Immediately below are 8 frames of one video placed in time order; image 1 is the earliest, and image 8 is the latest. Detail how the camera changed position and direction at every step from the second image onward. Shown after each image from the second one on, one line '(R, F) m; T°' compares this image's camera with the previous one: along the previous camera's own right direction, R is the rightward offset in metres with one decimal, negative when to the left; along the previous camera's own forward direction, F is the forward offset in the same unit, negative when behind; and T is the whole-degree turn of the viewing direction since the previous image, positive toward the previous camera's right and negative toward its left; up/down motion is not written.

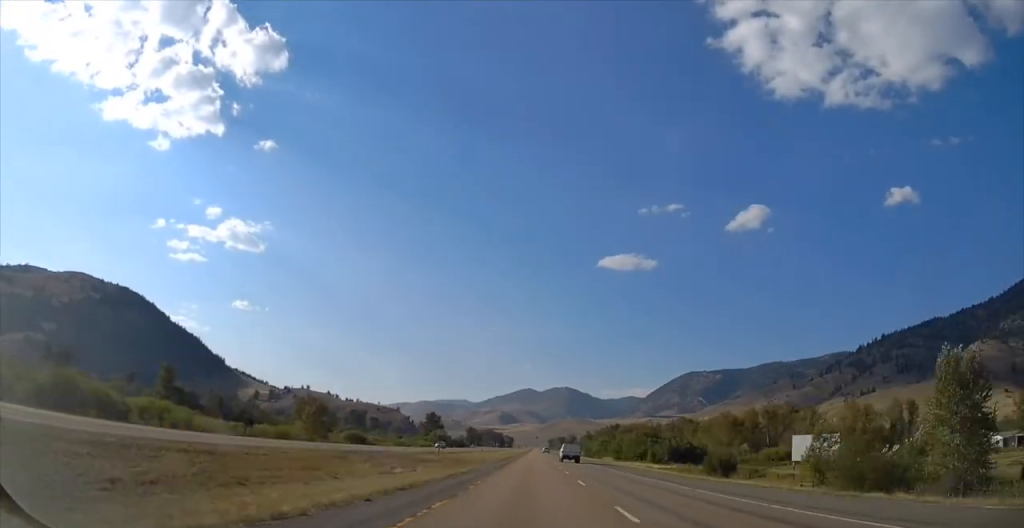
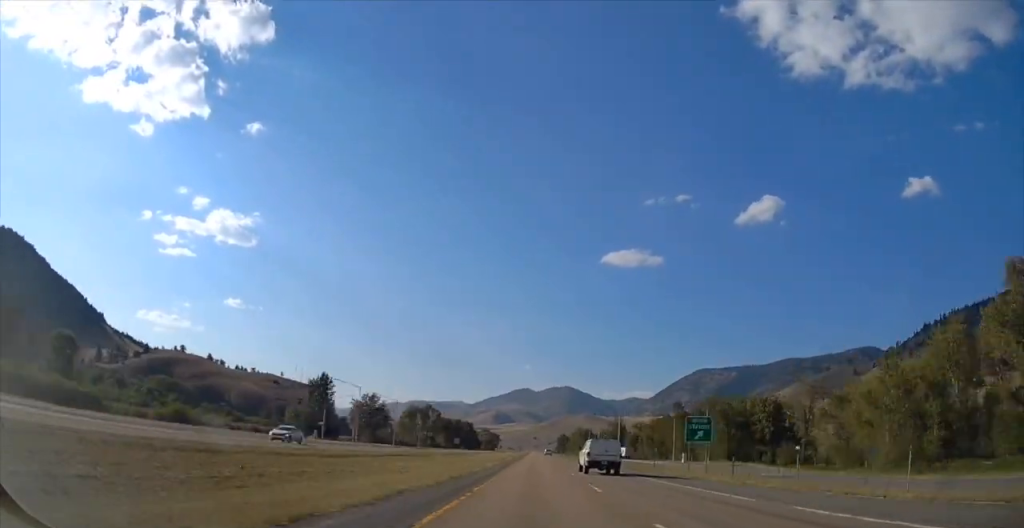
(-0.1, +387.3) m; 0°
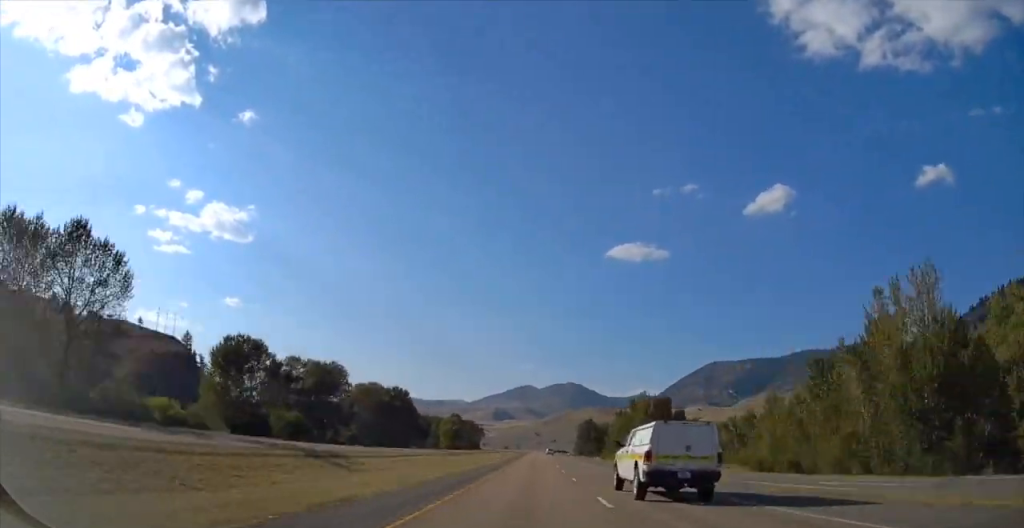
(+0.2, +247.1) m; 0°
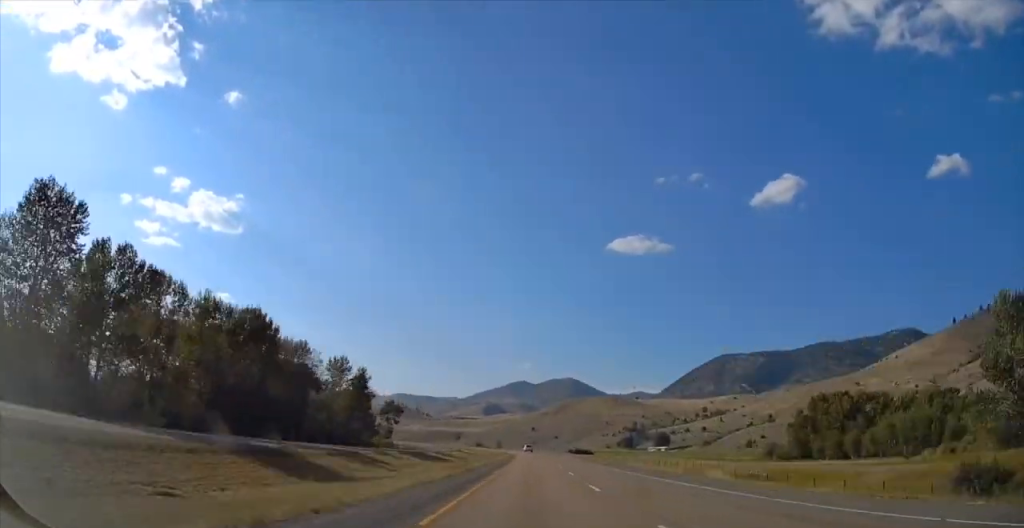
(-3.2, +310.2) m; -8°
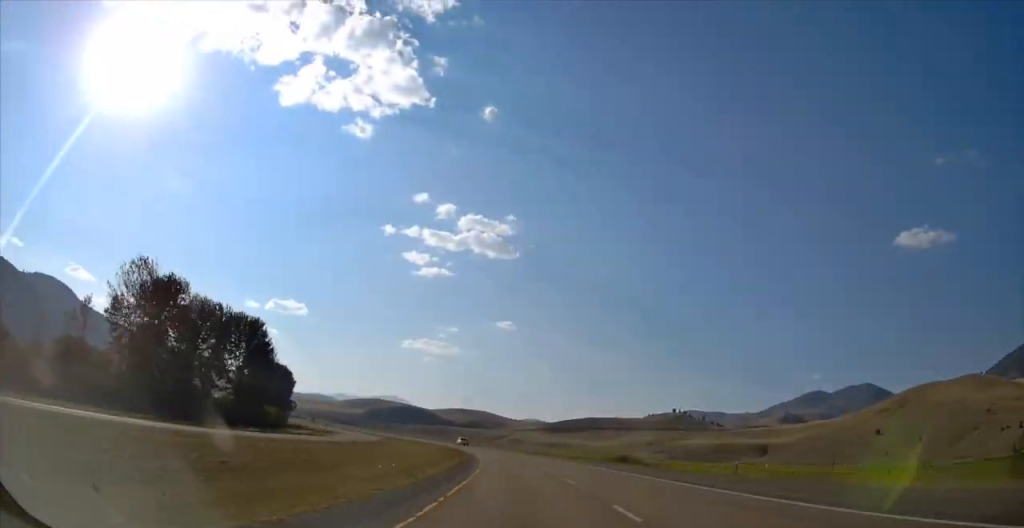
(-55.0, +353.8) m; -25°
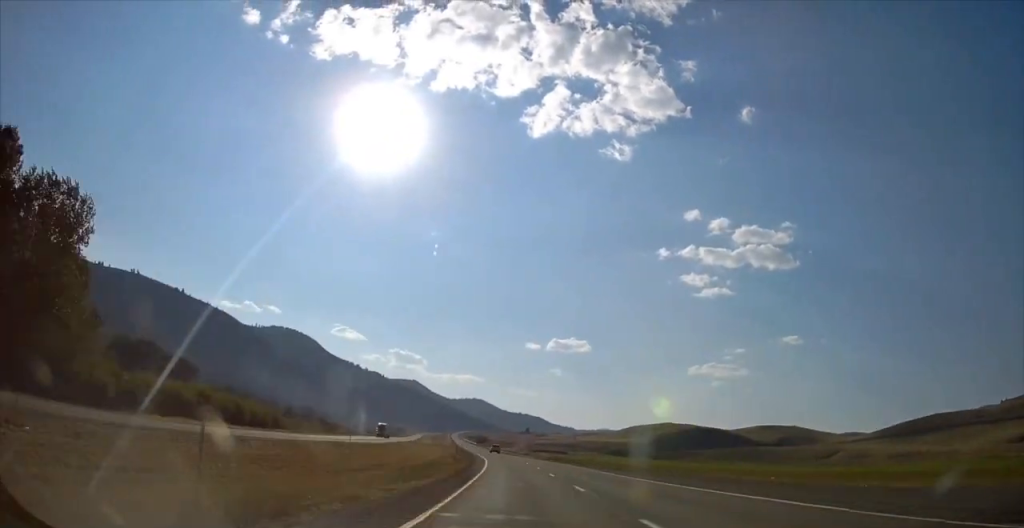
(-58.2, +249.9) m; -15°
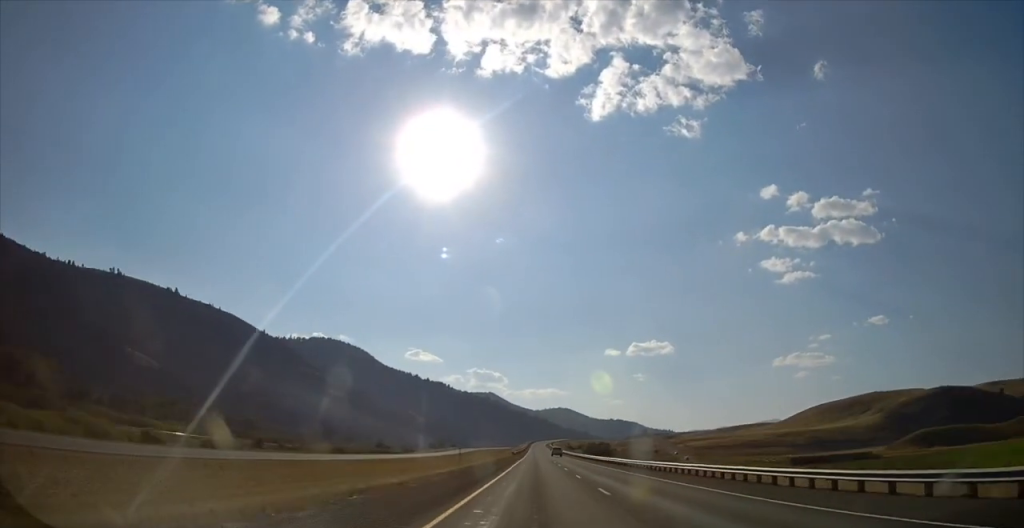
(-56.5, +466.2) m; -8°
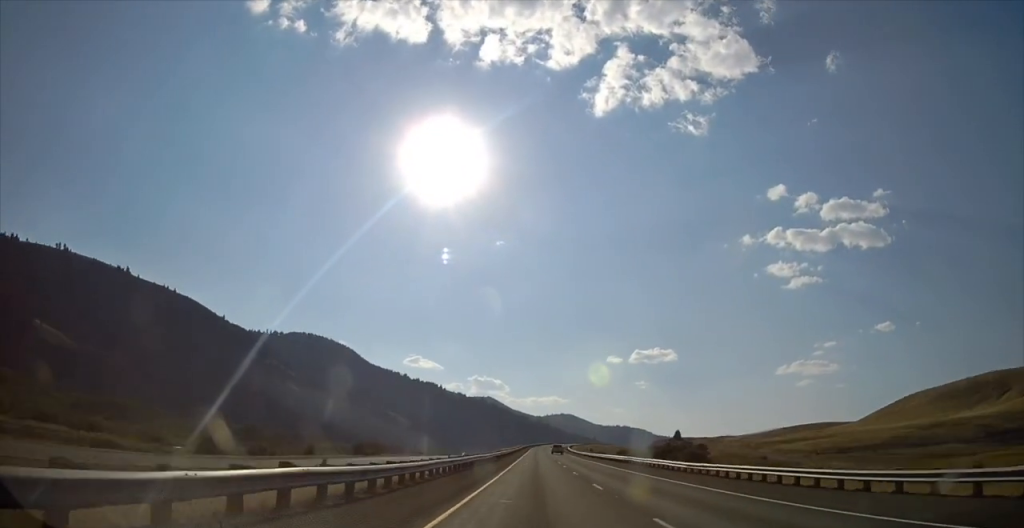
(-2.0, +220.0) m; +2°
